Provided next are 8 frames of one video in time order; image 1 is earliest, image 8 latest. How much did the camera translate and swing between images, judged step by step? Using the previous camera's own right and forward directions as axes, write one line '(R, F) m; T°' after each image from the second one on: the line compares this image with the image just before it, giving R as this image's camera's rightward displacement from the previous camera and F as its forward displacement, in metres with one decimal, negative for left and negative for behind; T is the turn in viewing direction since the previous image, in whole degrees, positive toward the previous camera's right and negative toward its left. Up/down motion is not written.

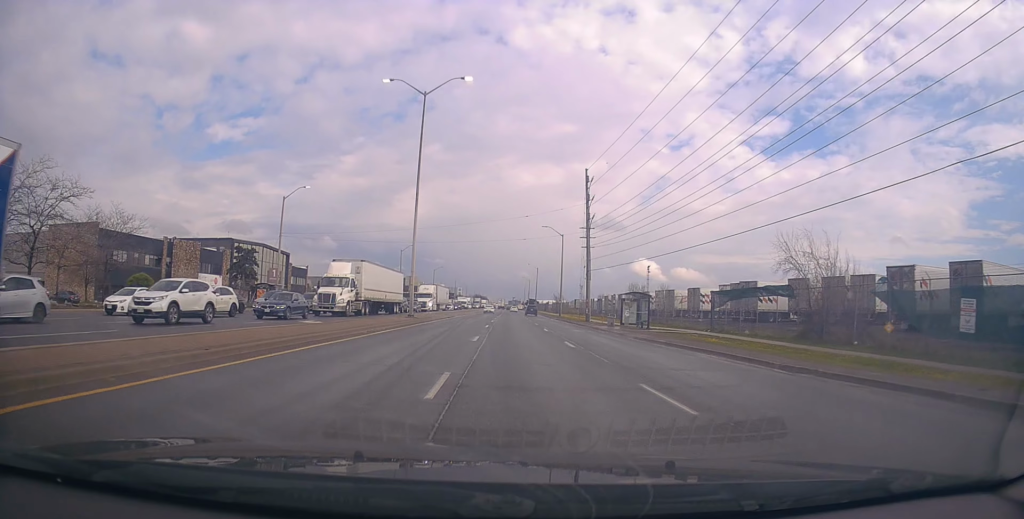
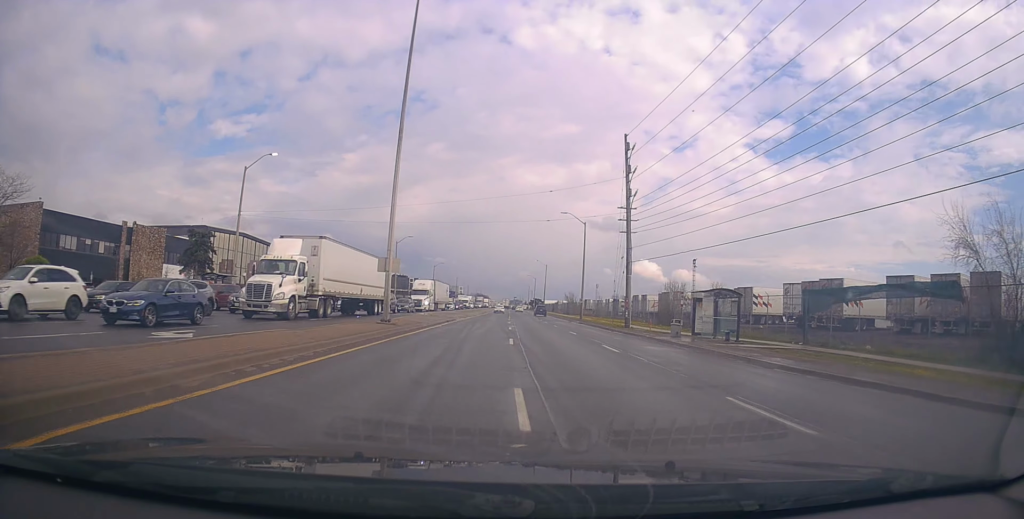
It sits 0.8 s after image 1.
(-0.2, +13.6) m; 0°
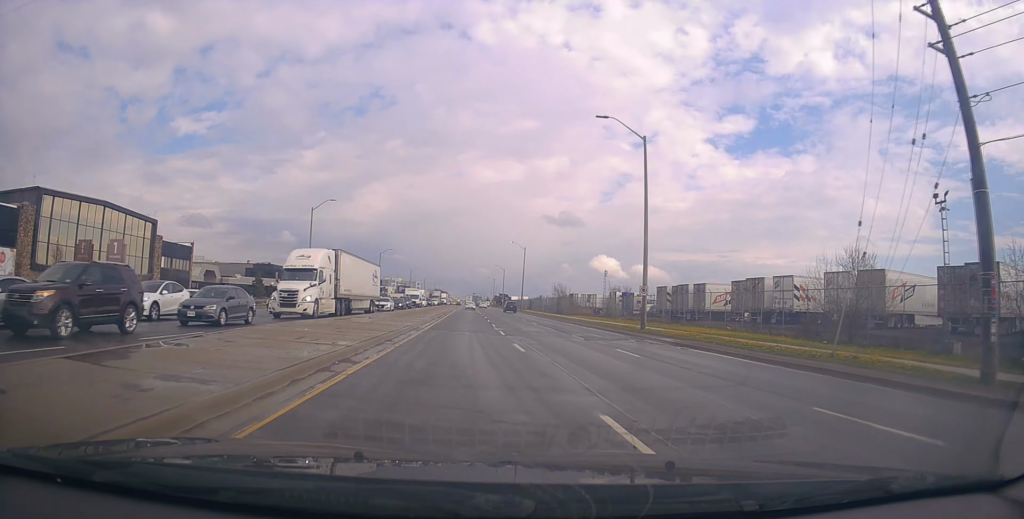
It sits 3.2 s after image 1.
(+0.9, +38.3) m; +2°
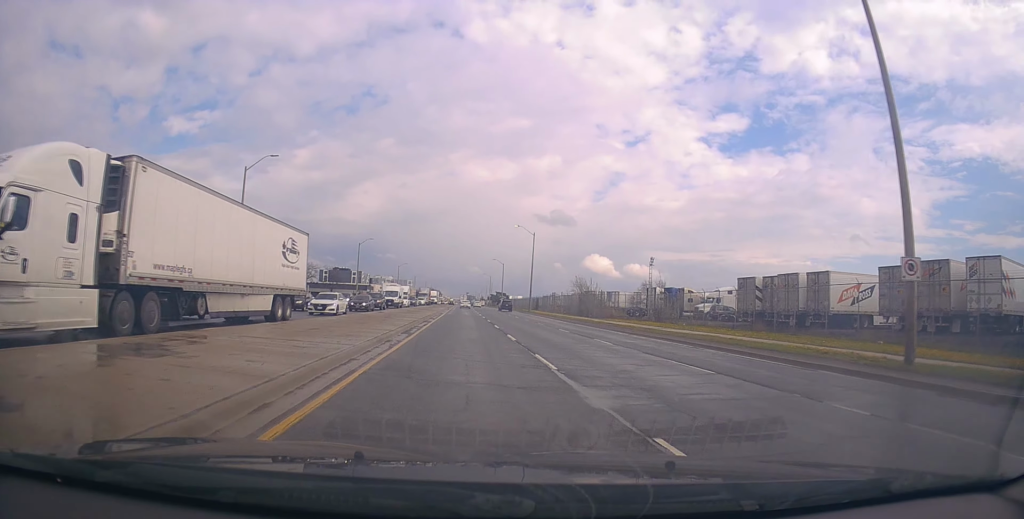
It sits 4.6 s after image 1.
(+0.7, +23.4) m; +2°
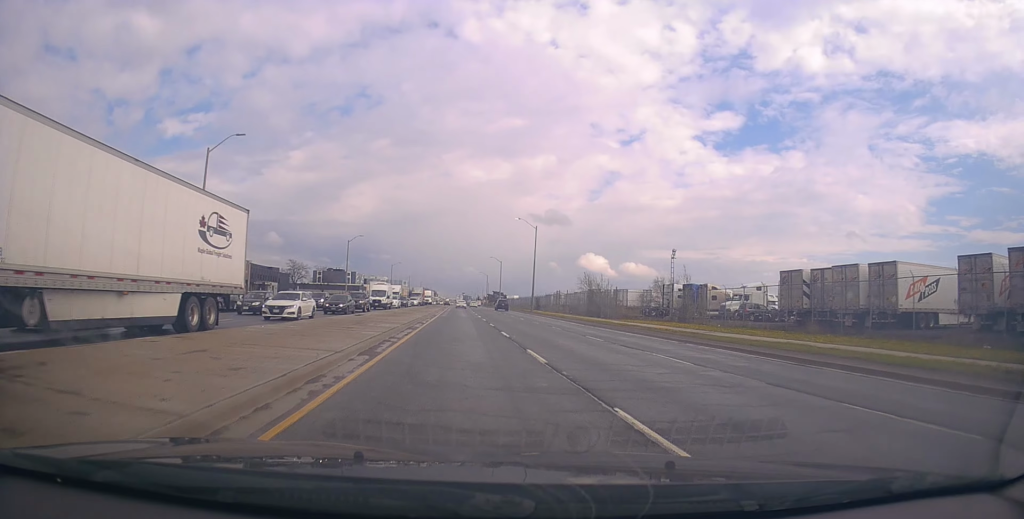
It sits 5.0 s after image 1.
(-0.1, +8.3) m; +1°
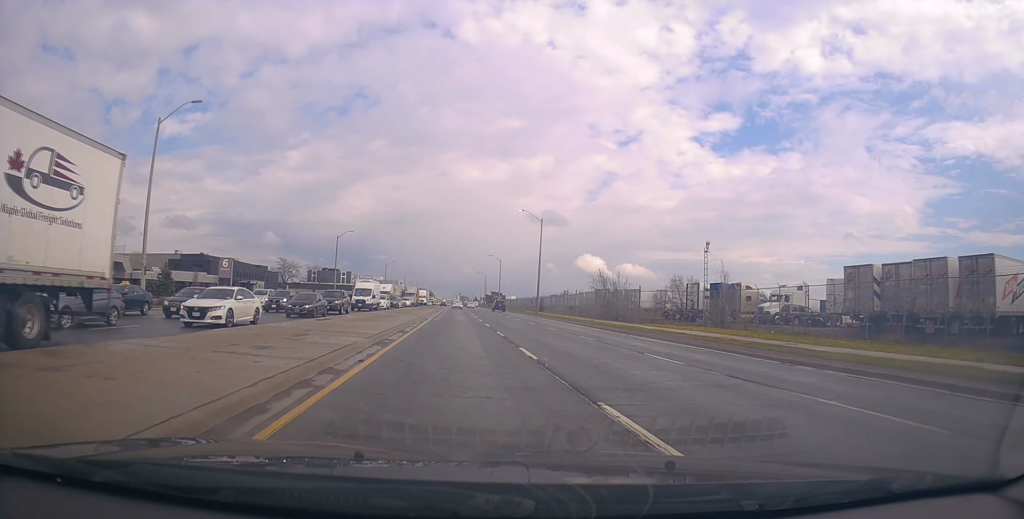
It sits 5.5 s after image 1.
(-0.3, +8.3) m; +1°
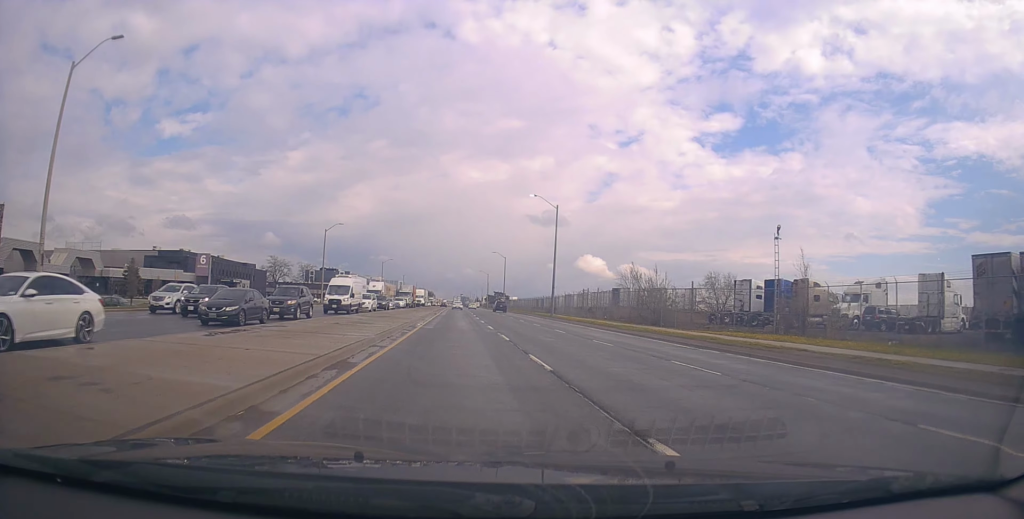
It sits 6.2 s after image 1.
(+0.4, +11.7) m; 0°
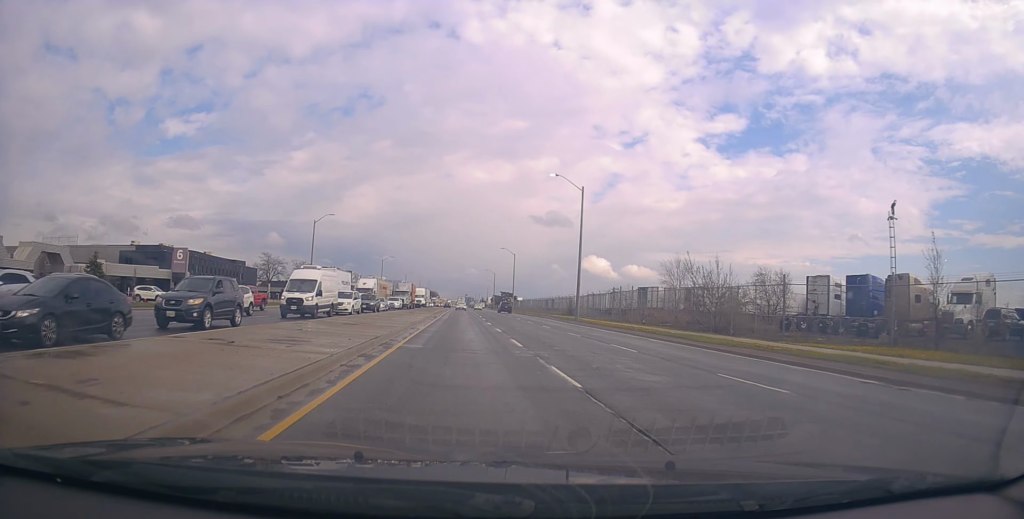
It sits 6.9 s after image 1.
(+0.3, +11.4) m; -1°
